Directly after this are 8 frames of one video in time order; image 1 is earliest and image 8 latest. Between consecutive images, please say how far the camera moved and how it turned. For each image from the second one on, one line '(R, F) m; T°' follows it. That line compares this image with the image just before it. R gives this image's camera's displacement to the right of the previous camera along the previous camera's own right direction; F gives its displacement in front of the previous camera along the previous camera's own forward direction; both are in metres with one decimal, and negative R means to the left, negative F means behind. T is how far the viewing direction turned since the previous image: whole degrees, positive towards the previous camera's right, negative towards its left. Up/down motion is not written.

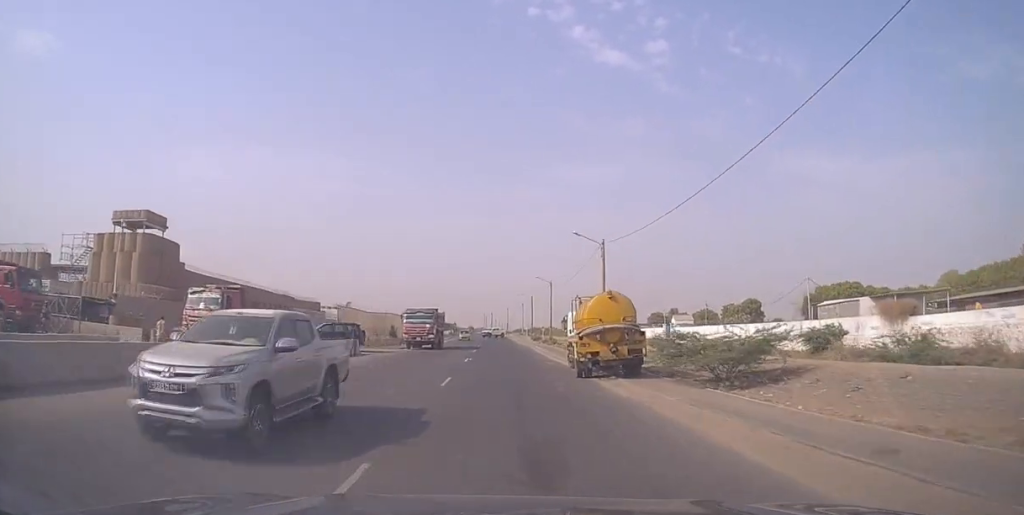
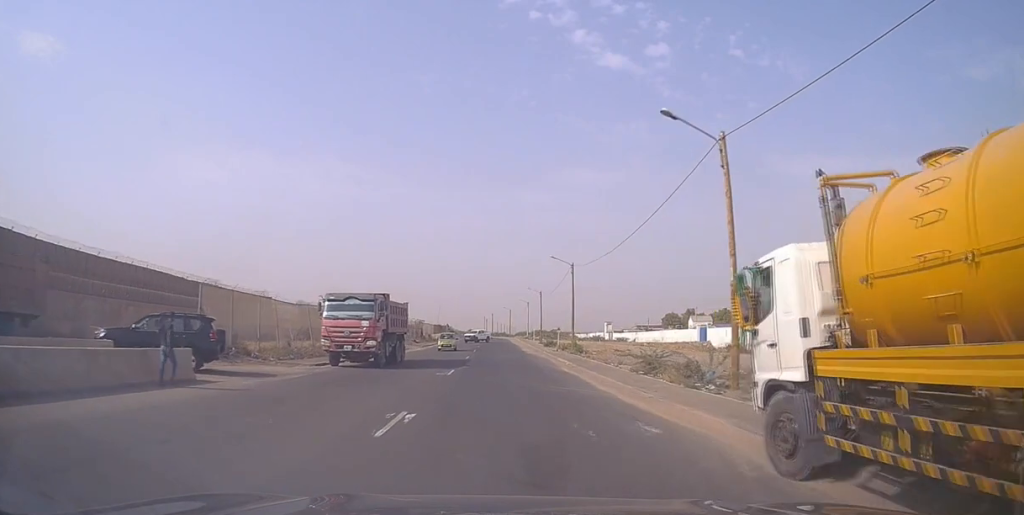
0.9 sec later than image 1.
(+0.1, +23.7) m; +1°
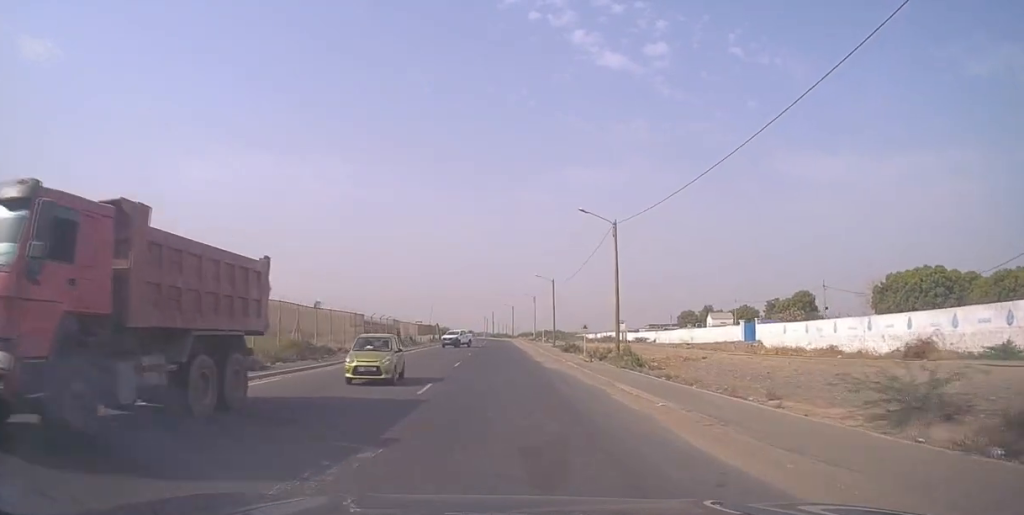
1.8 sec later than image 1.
(+0.1, +21.0) m; 0°
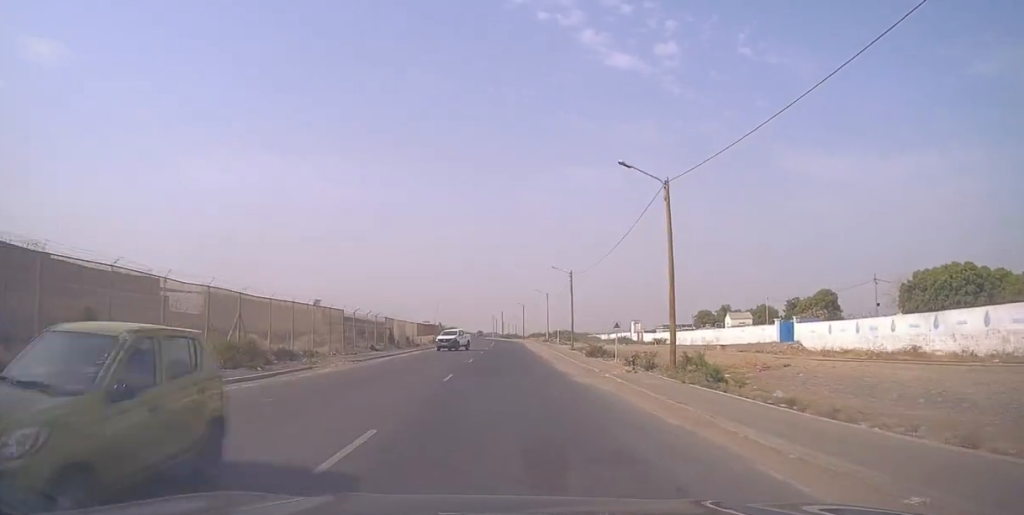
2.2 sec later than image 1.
(+0.1, +9.6) m; -1°
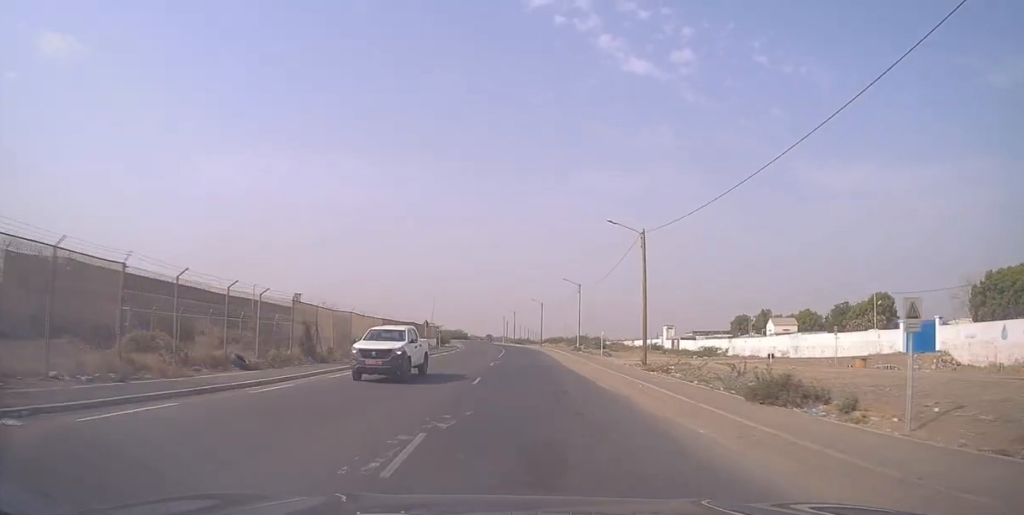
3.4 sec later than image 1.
(-0.6, +26.5) m; -1°
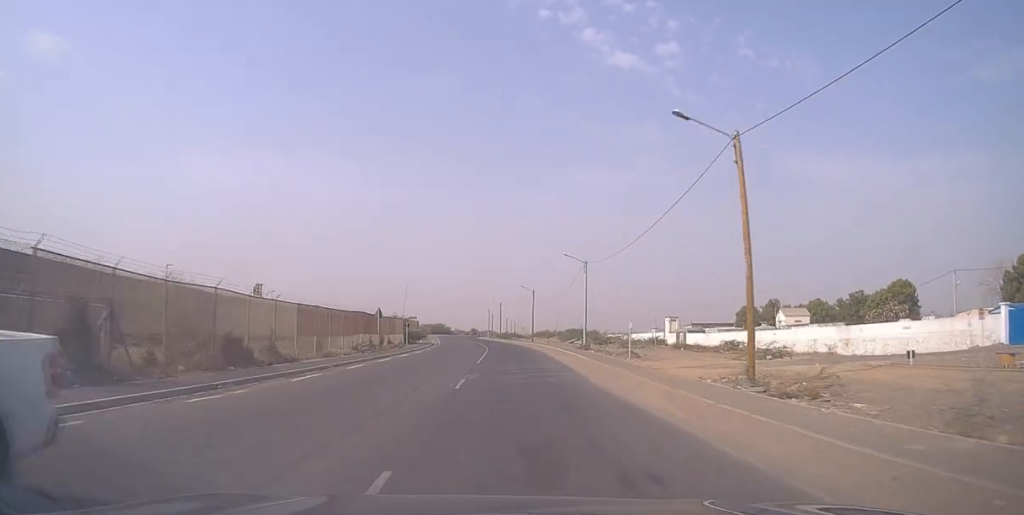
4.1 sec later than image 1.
(+0.1, +15.7) m; 0°
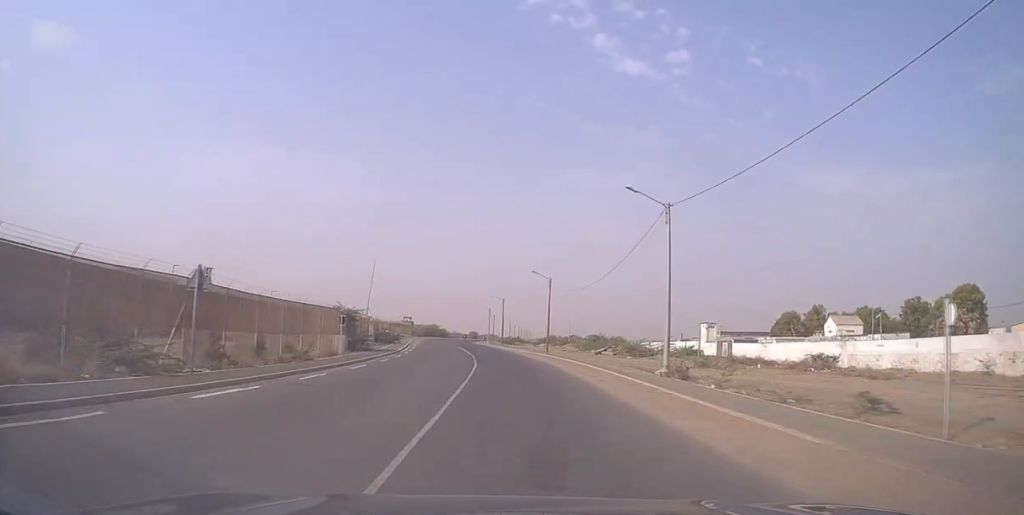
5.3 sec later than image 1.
(+0.3, +25.1) m; 0°
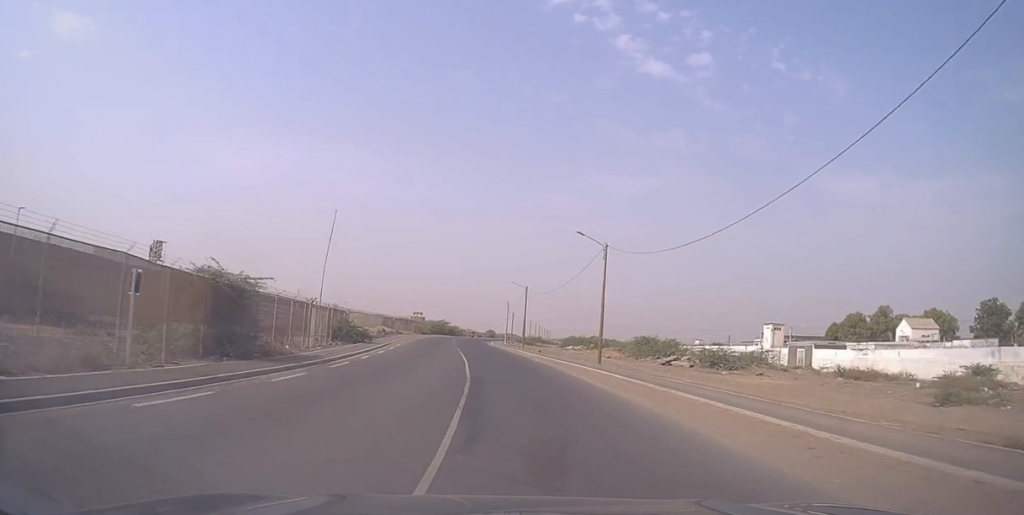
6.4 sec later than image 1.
(-0.3, +21.9) m; -1°
